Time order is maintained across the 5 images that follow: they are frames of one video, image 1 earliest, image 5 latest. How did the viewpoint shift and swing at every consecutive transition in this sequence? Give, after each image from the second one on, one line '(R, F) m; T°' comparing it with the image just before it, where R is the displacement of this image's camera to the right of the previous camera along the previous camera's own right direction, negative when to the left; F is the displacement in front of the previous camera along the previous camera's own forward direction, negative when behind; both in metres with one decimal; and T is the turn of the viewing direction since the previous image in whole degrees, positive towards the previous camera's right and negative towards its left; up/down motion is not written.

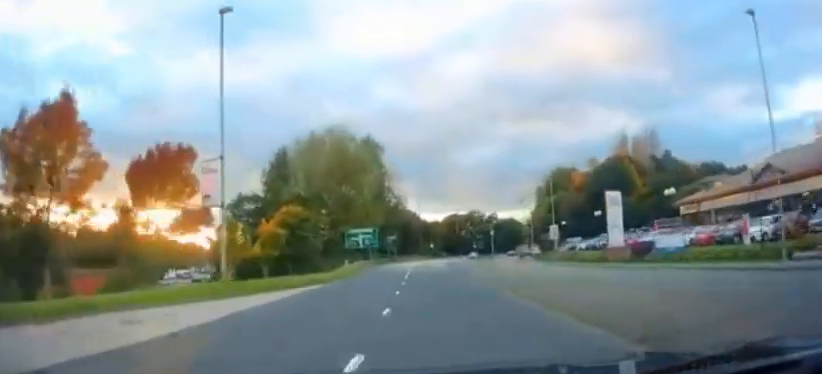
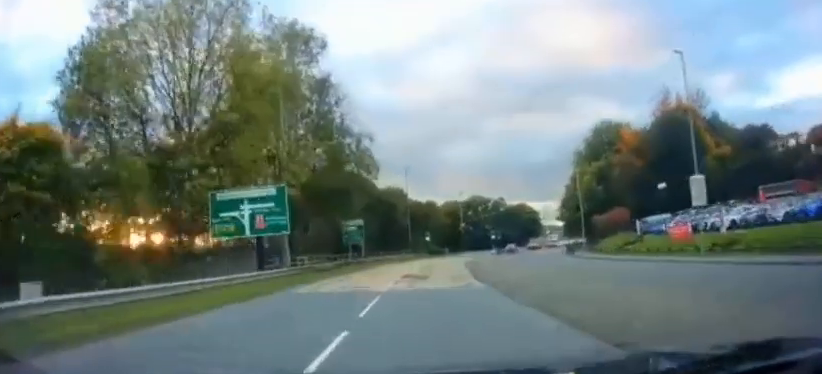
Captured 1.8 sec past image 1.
(+7.7, +34.3) m; +8°
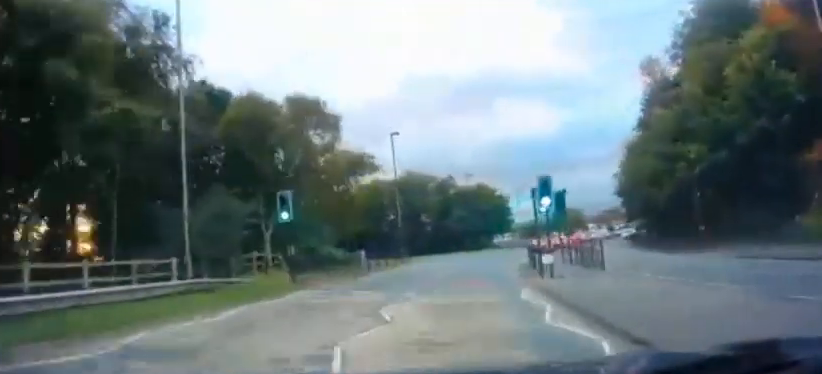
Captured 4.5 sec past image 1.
(+2.6, +49.2) m; +11°
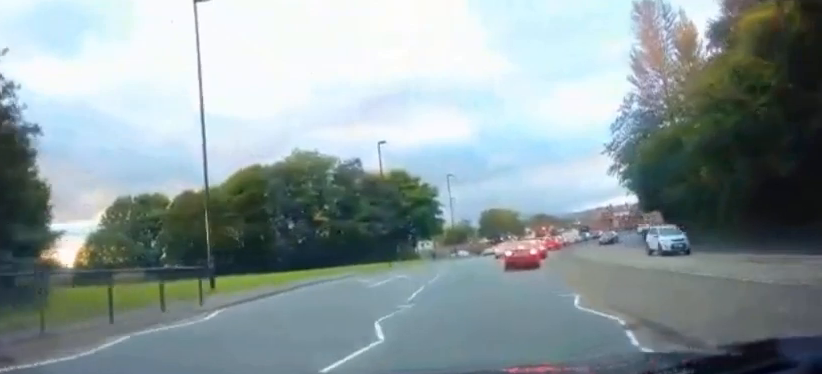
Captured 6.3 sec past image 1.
(+1.2, +29.1) m; +7°
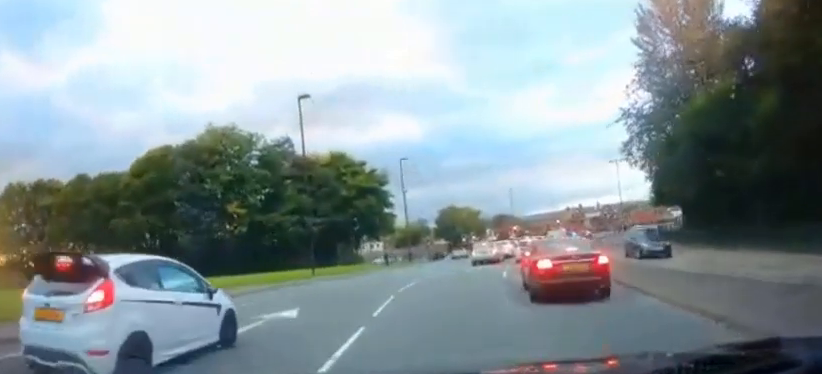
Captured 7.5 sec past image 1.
(+1.3, +15.1) m; +8°
